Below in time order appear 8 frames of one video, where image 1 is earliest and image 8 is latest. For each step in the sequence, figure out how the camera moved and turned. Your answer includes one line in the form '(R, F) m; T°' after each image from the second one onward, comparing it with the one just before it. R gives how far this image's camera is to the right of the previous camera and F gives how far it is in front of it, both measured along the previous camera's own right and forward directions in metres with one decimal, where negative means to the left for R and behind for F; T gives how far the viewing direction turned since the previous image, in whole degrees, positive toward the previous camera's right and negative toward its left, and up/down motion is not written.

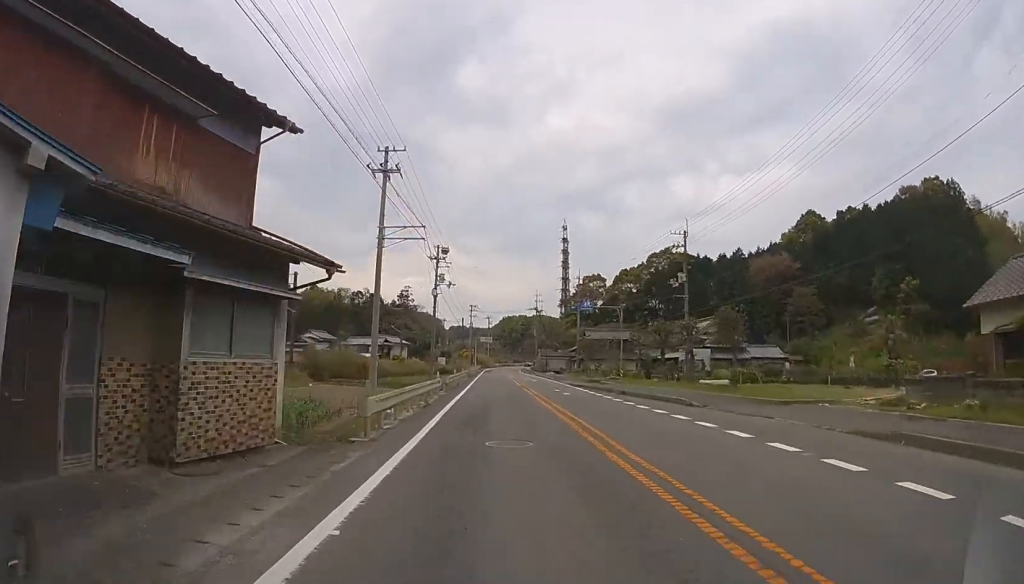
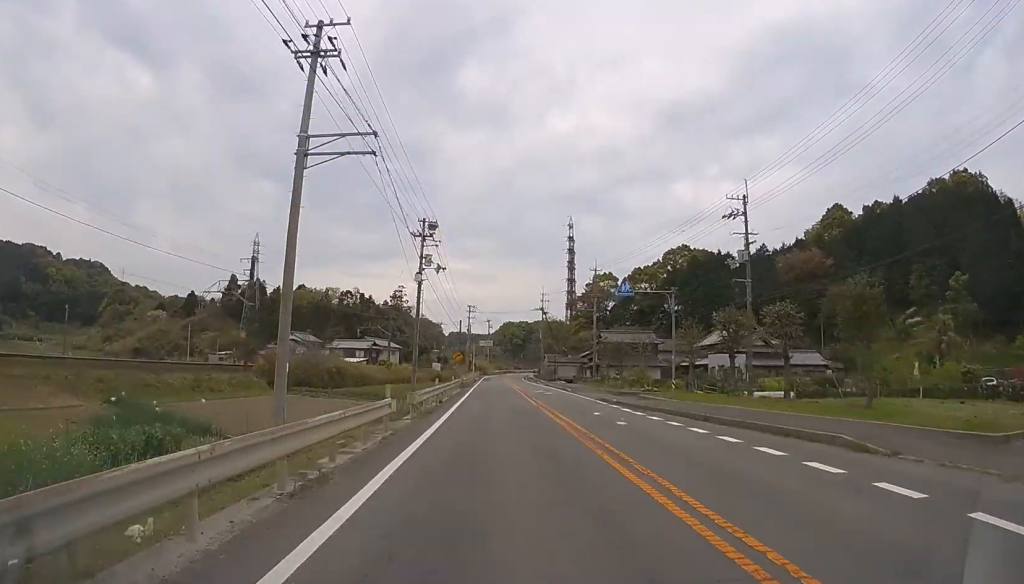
(0.0, +13.2) m; 0°
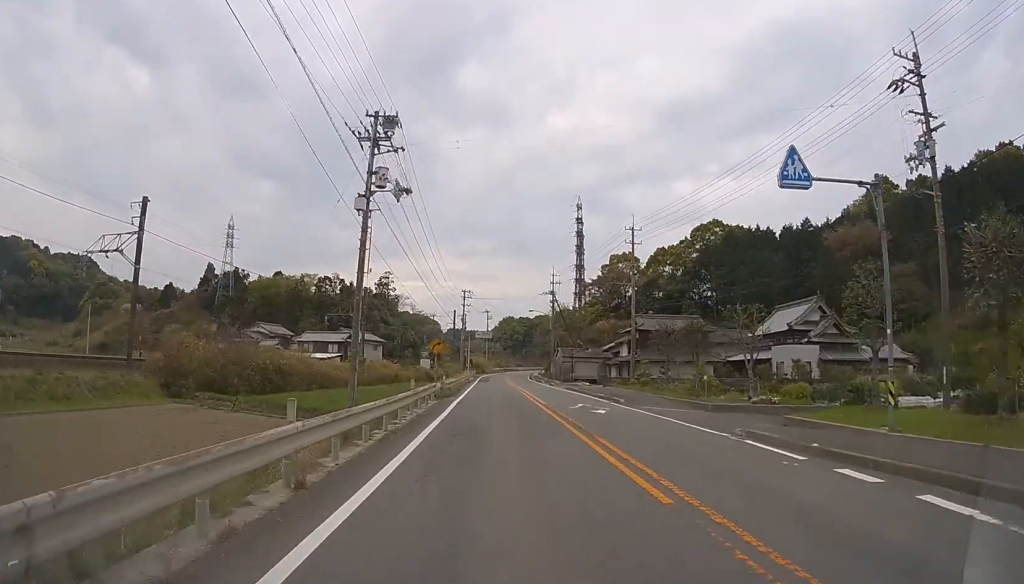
(0.0, +18.8) m; 0°
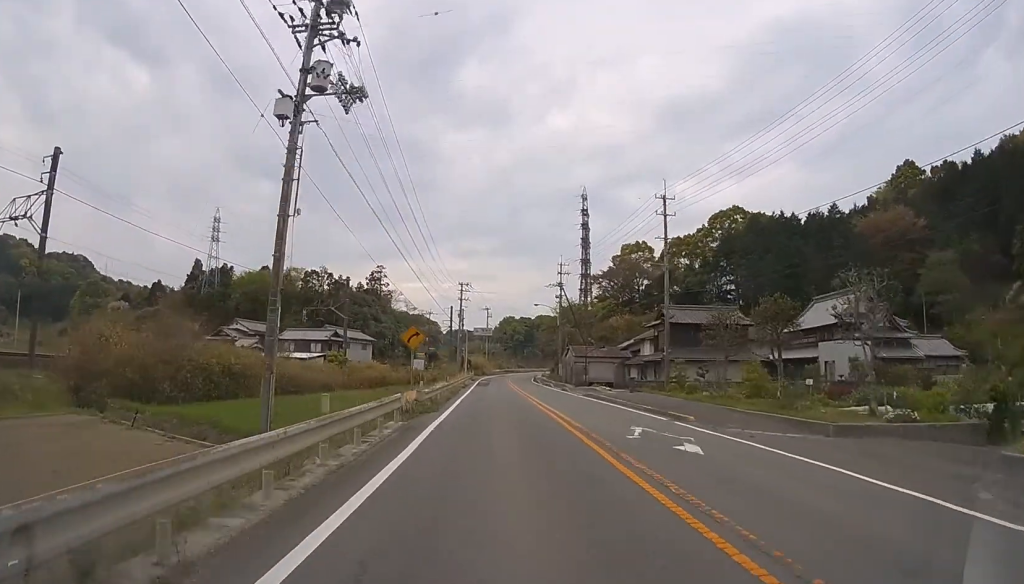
(0.0, +9.4) m; 0°
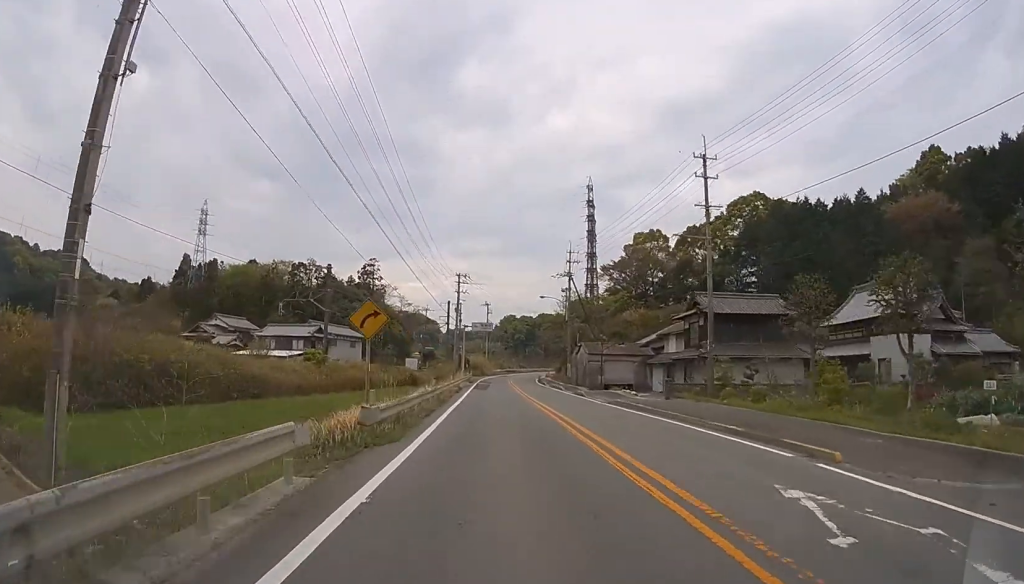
(0.0, +7.5) m; 0°
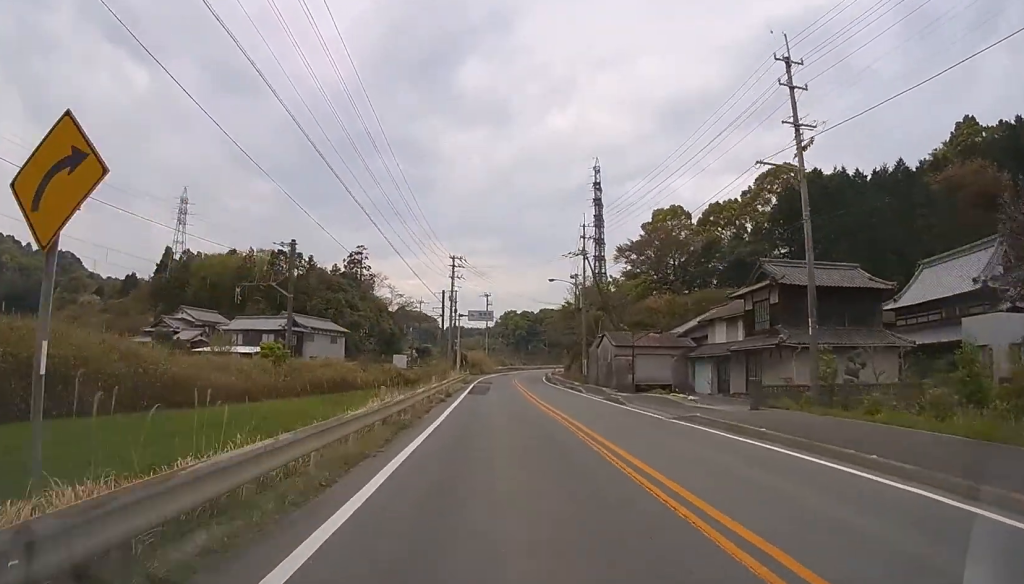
(0.0, +10.2) m; +1°
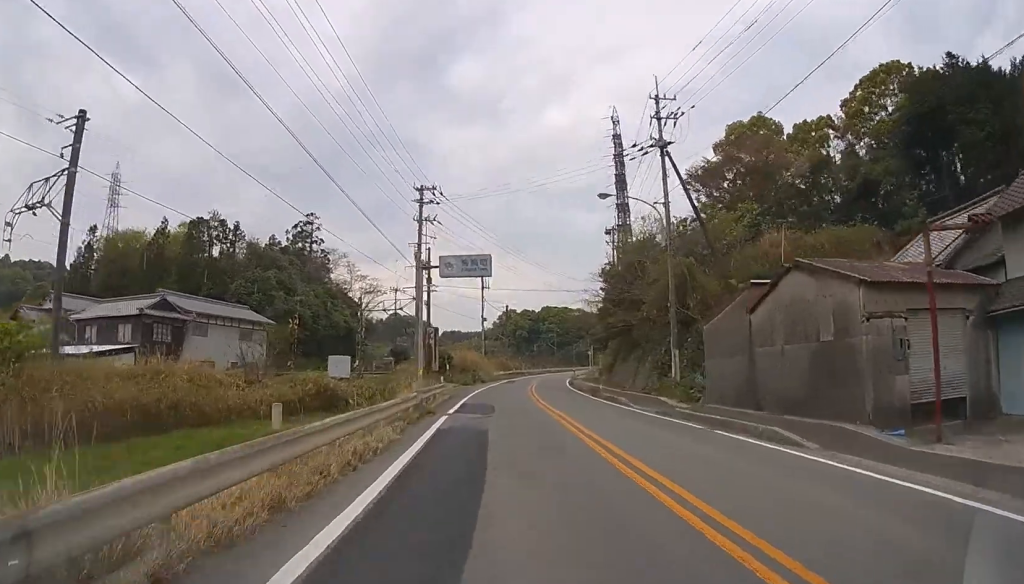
(+0.7, +25.9) m; +3°
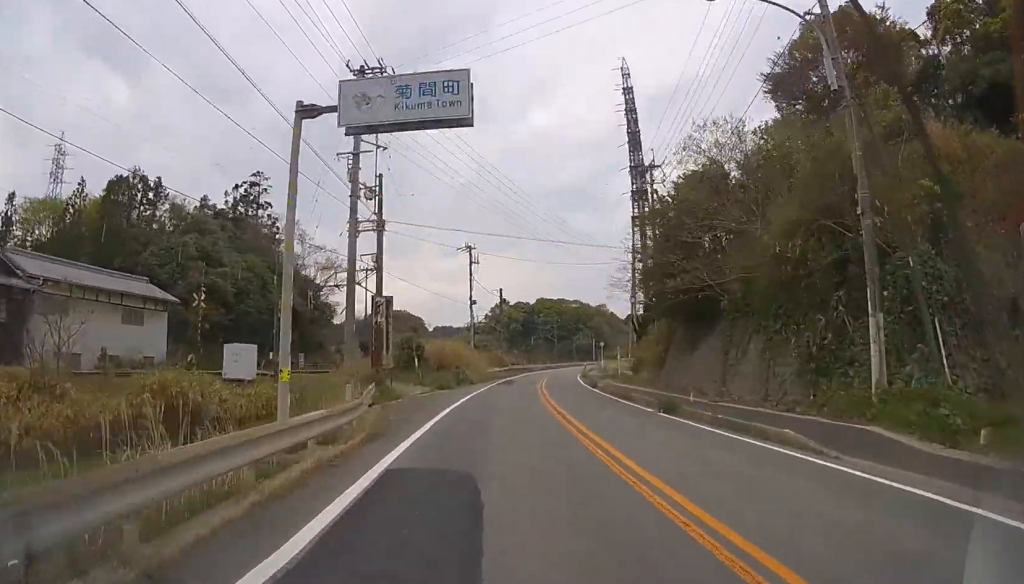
(+0.1, +14.6) m; 0°
